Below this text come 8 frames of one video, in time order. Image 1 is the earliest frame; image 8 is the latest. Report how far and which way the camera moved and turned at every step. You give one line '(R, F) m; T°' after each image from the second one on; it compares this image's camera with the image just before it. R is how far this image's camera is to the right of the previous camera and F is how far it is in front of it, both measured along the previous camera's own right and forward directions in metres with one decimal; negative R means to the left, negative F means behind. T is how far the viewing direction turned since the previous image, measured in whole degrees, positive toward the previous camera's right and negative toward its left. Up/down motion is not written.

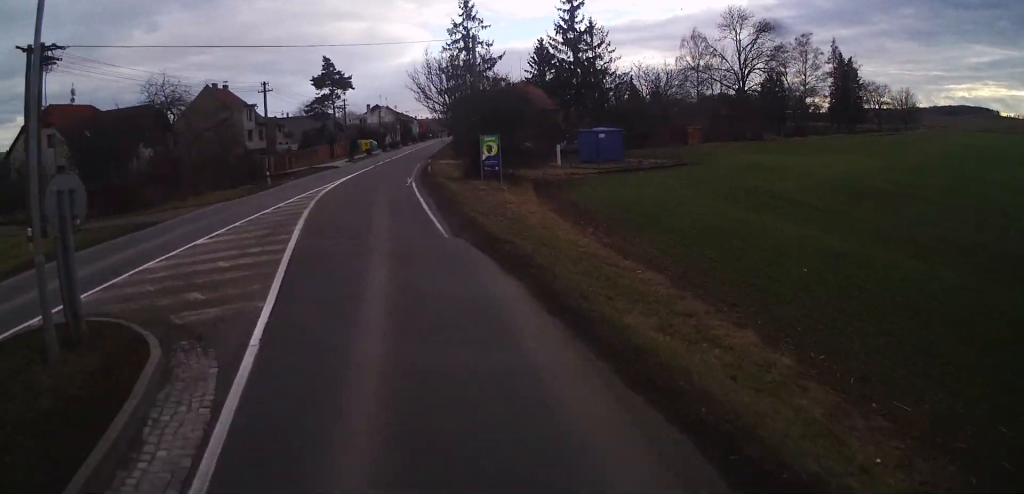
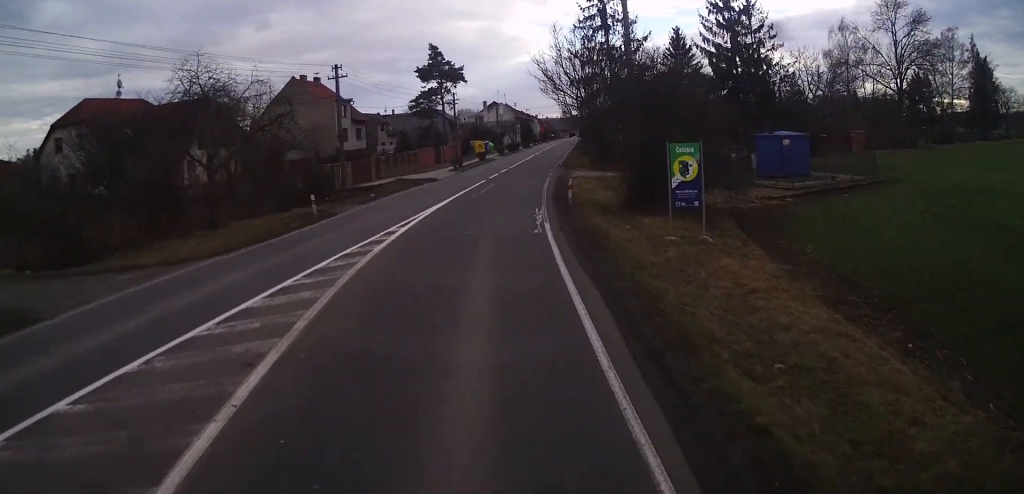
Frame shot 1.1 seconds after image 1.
(-0.8, +12.8) m; -6°
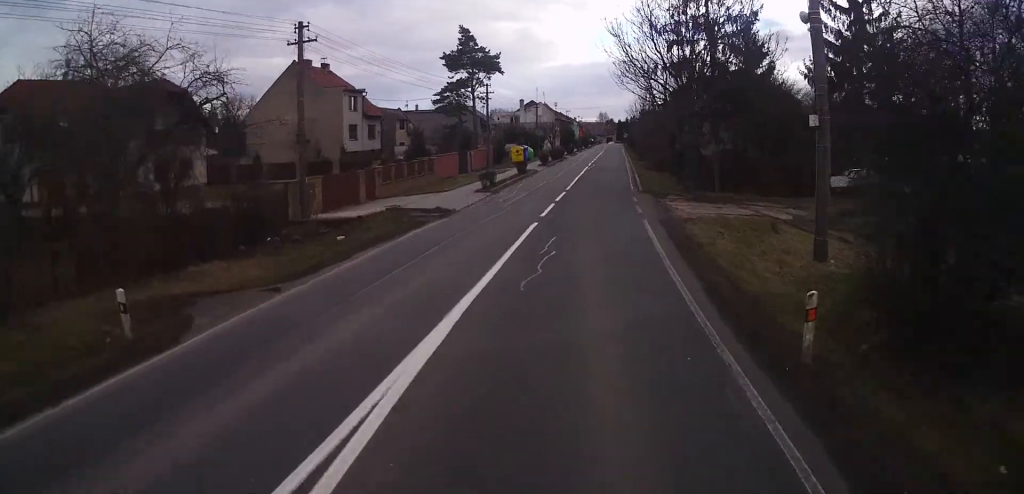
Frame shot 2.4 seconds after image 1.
(-0.9, +13.8) m; -6°
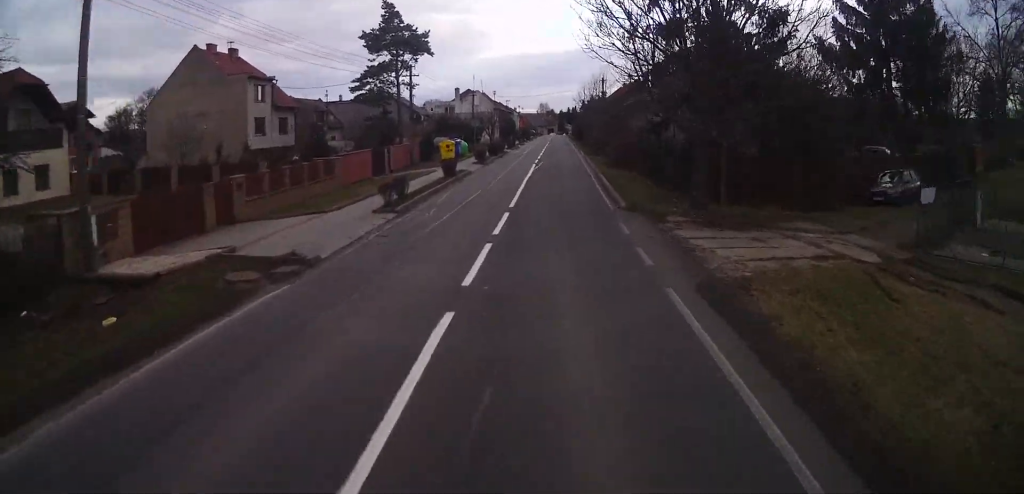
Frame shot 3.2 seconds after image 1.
(-0.5, +9.2) m; 0°
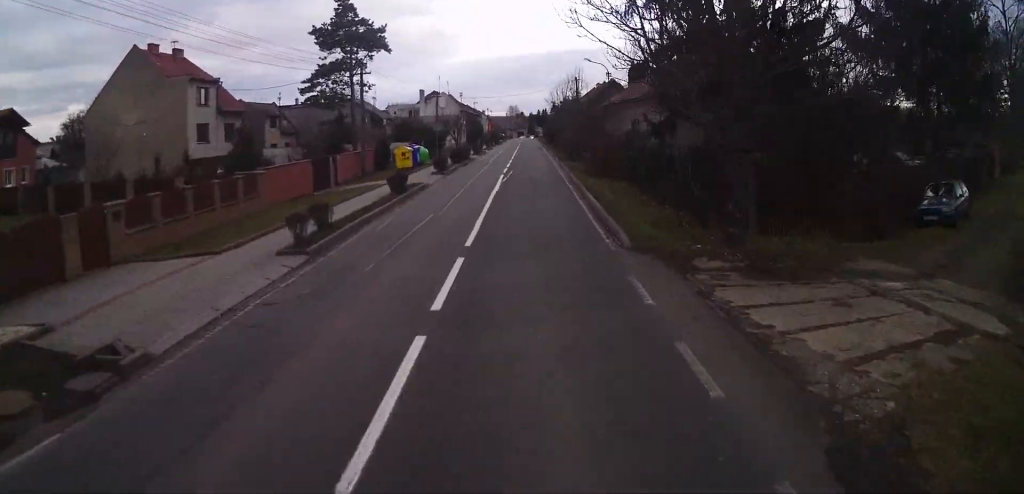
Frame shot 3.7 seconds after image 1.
(+0.3, +5.2) m; +2°
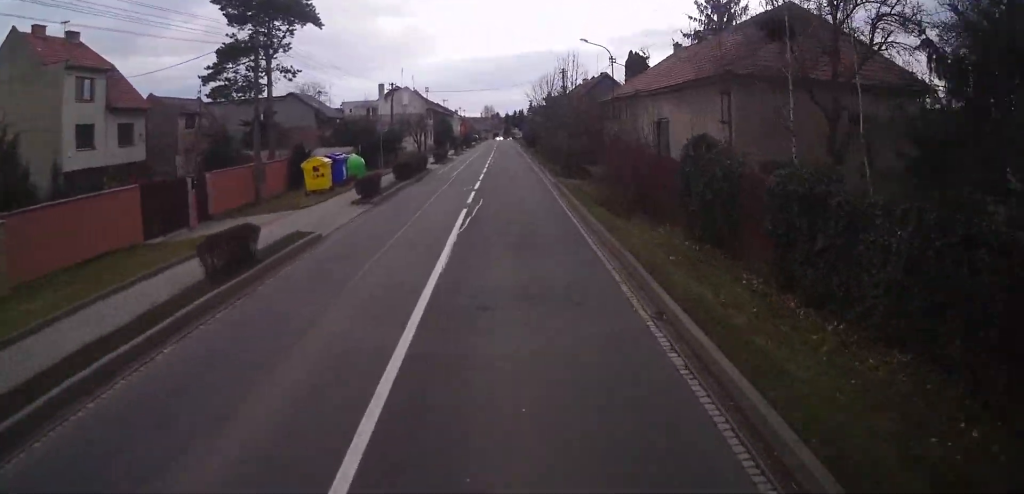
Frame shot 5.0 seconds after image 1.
(+0.3, +13.1) m; +1°
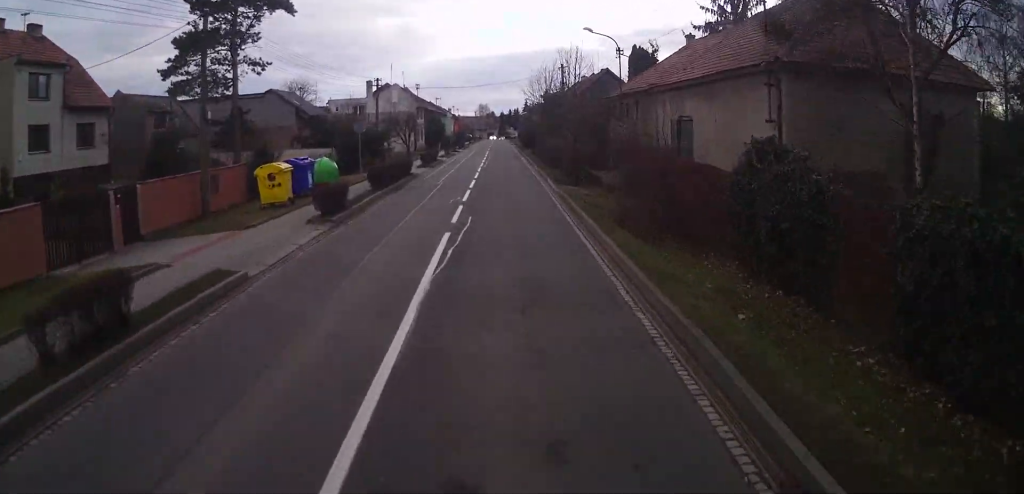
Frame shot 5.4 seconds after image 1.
(0.0, +4.2) m; +1°
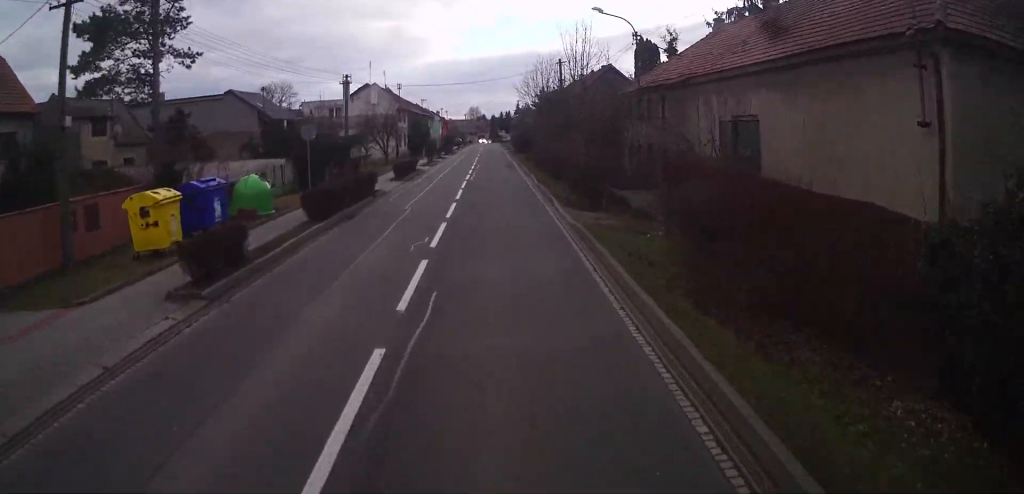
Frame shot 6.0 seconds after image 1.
(-0.1, +7.1) m; +2°
